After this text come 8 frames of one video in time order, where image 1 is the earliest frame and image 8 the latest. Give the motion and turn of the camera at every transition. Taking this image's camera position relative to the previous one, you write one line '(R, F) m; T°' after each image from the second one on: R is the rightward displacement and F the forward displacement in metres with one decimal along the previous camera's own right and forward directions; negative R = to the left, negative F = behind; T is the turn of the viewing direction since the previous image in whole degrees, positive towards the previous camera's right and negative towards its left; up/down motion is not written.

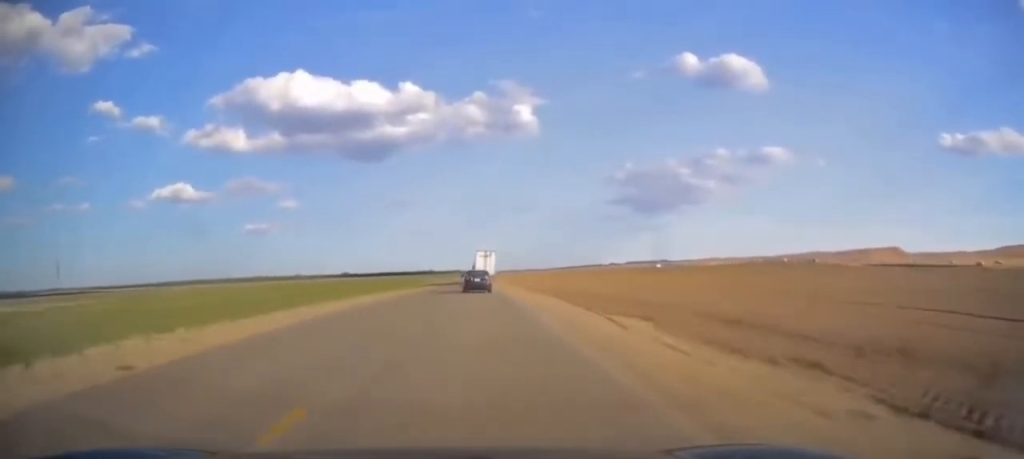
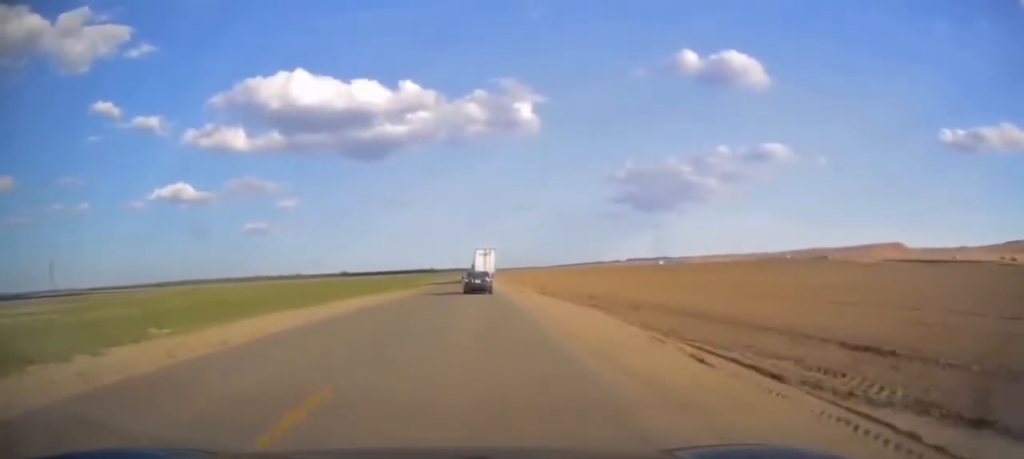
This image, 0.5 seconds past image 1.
(+0.1, +13.7) m; 0°
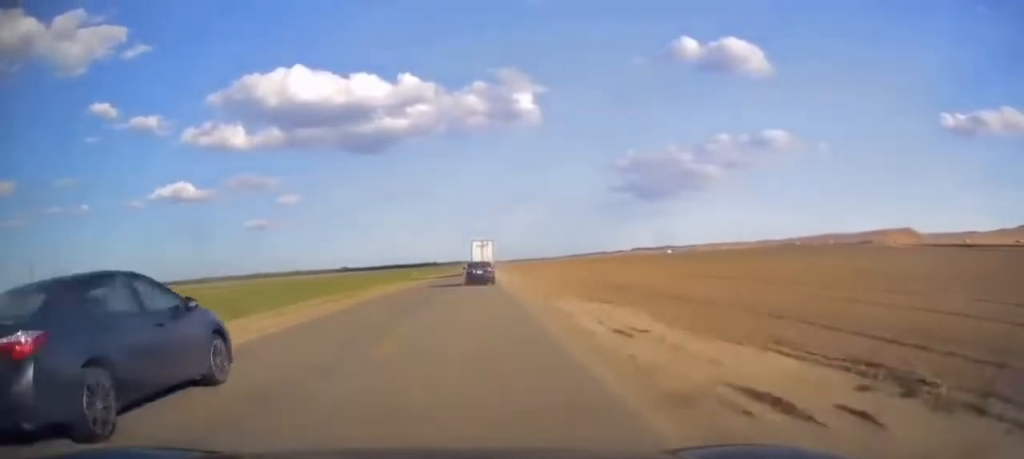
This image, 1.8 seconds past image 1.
(-0.2, +36.9) m; -1°
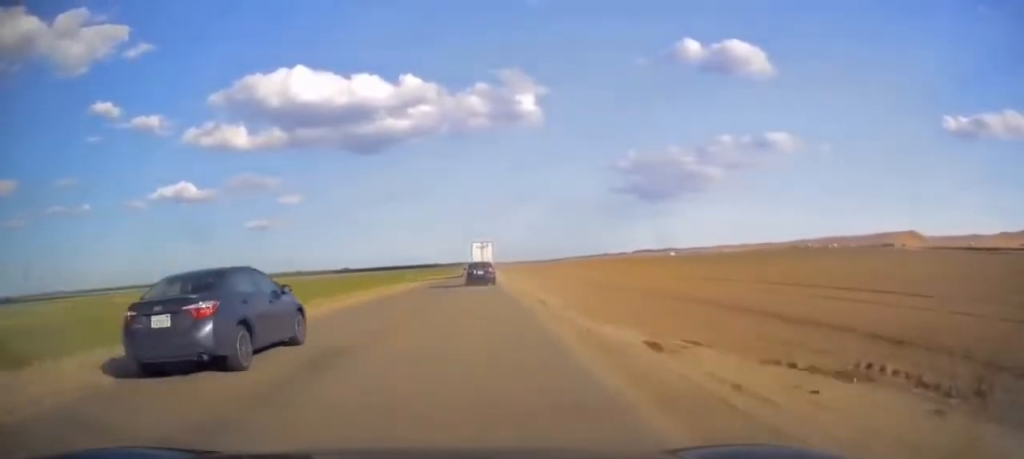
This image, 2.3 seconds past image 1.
(-0.1, +13.0) m; 0°
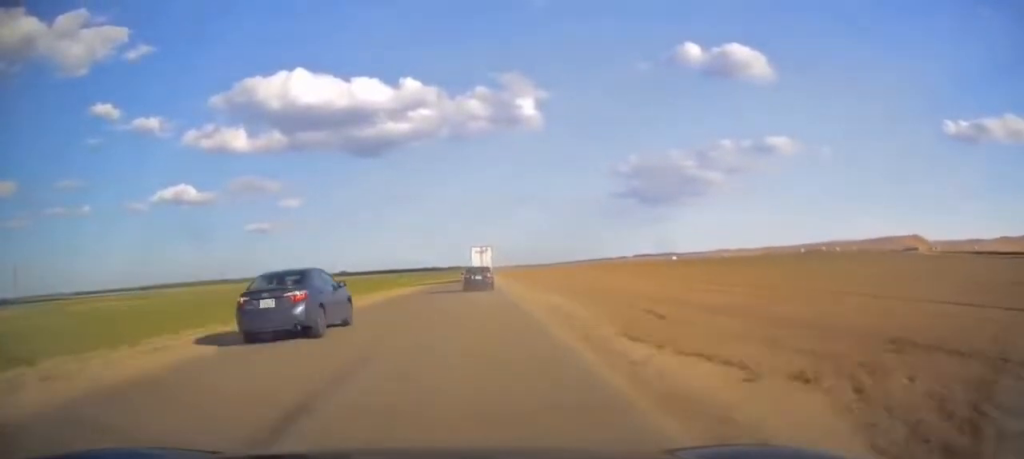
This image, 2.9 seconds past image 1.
(-0.1, +17.7) m; 0°
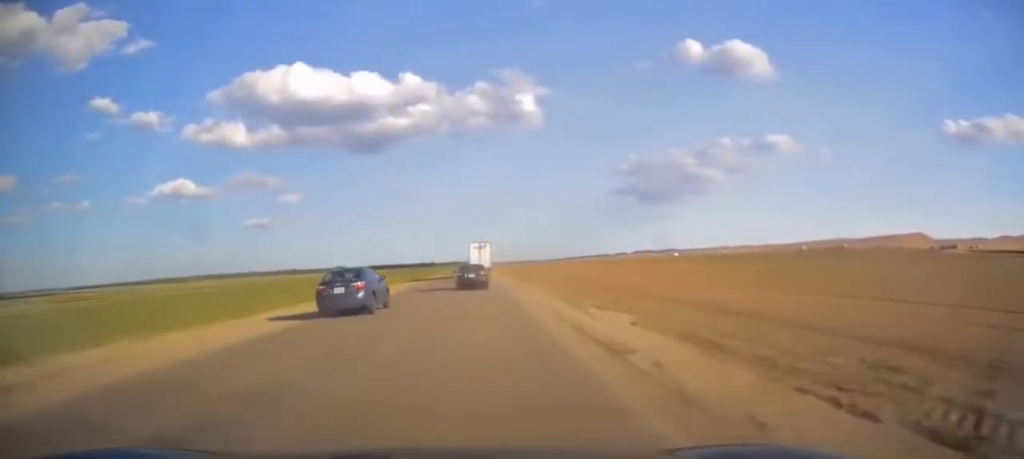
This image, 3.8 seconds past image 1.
(-0.1, +23.3) m; +1°
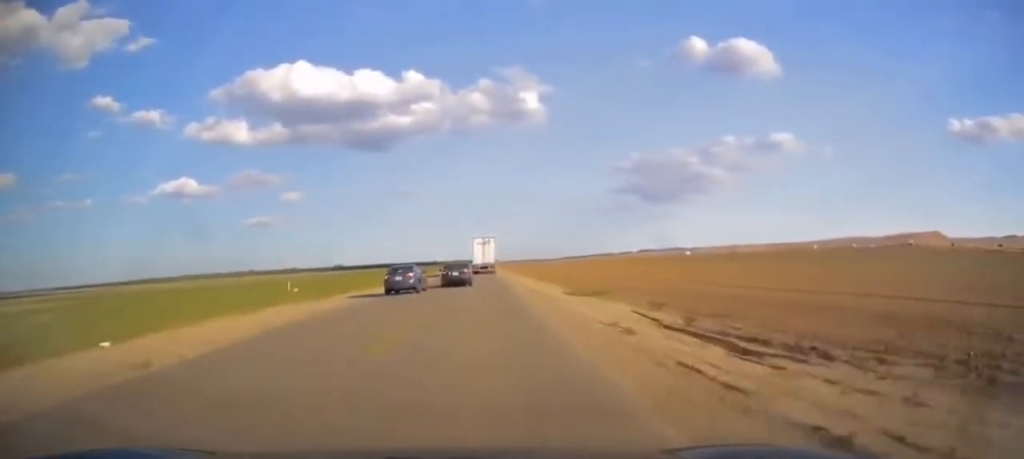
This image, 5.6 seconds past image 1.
(0.0, +51.0) m; 0°
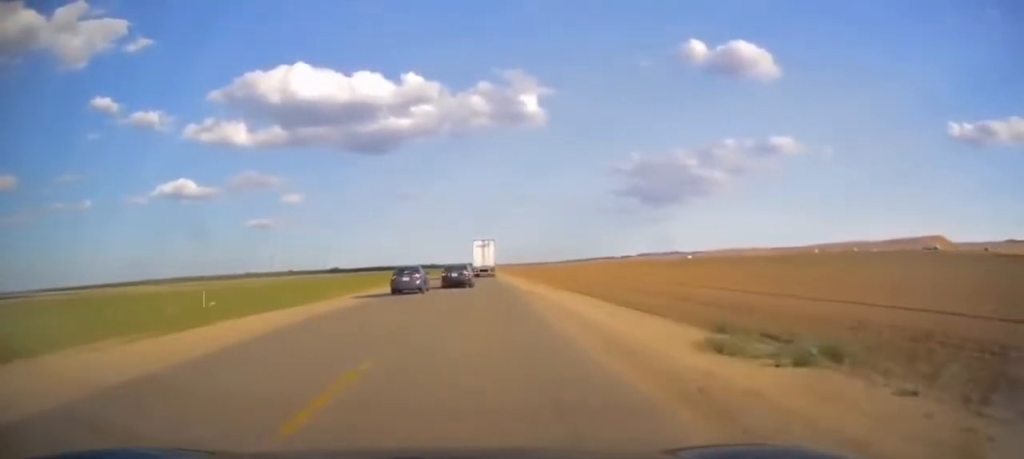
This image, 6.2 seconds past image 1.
(+0.3, +17.6) m; 0°
